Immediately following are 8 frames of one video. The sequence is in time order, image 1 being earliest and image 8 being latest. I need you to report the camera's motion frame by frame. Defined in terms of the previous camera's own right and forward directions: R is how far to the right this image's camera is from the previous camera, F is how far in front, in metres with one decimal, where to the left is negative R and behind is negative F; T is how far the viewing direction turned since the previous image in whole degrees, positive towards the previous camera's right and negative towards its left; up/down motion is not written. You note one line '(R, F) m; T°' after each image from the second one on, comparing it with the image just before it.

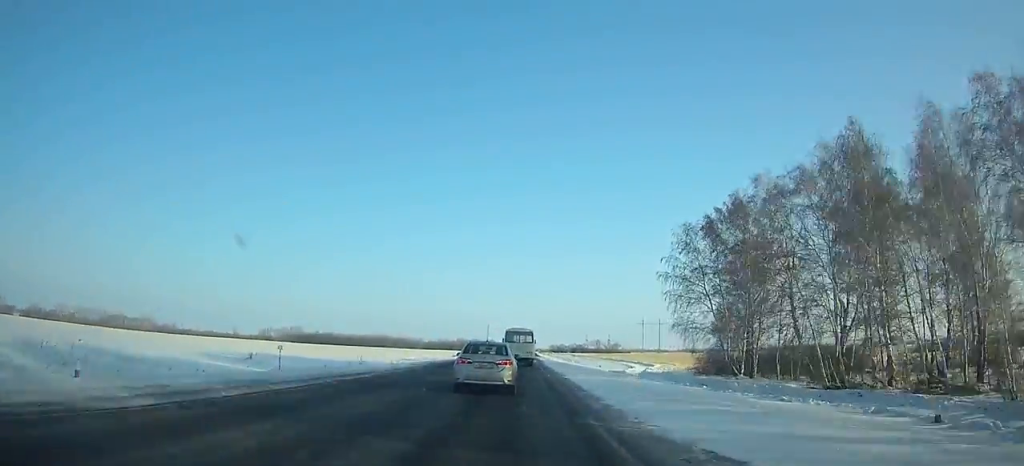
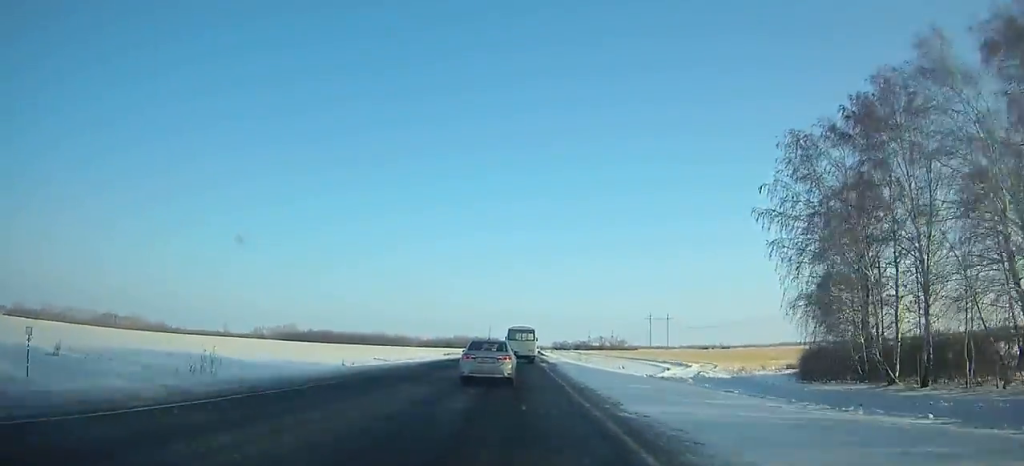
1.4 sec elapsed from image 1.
(0.0, +26.8) m; 0°
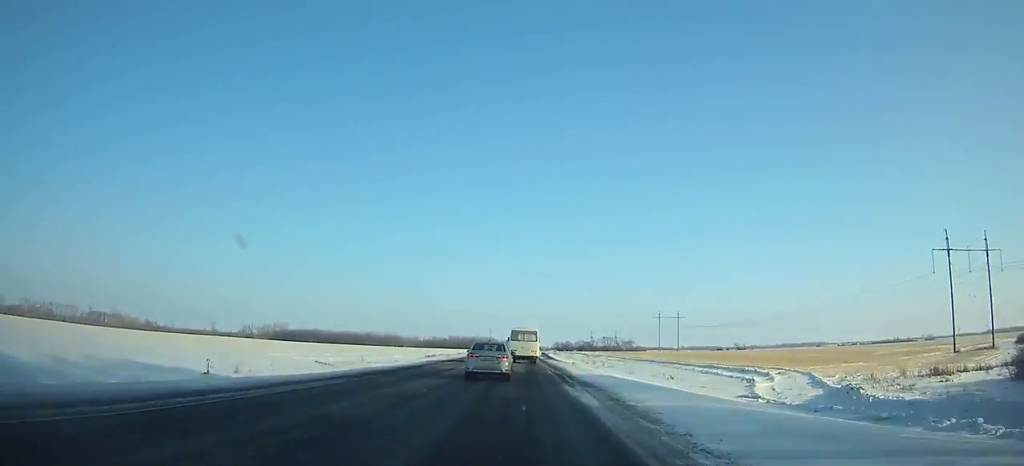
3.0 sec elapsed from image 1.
(0.0, +31.6) m; 0°
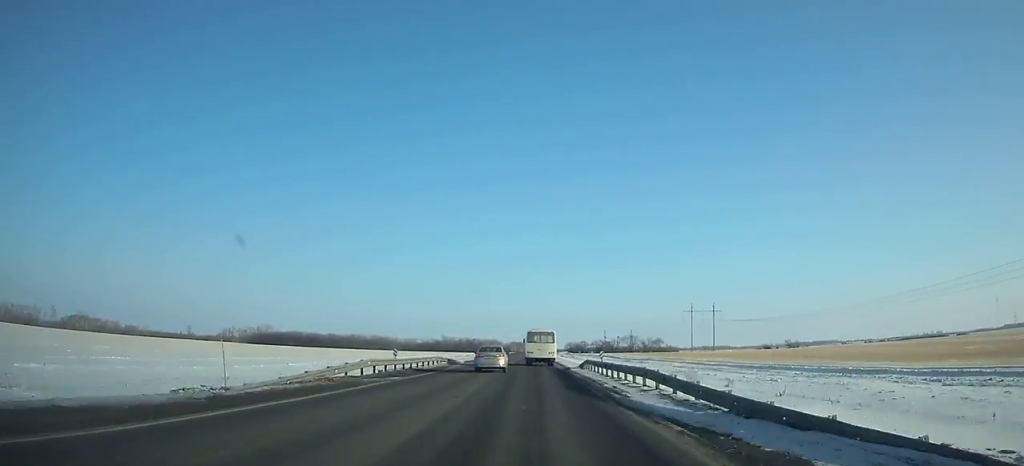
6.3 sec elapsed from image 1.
(-0.1, +69.9) m; 0°
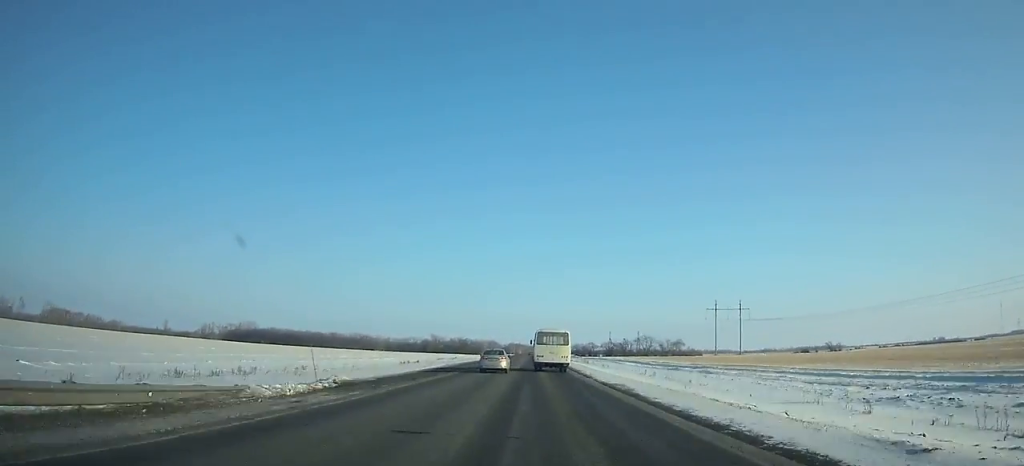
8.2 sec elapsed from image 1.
(+0.1, +44.3) m; 0°
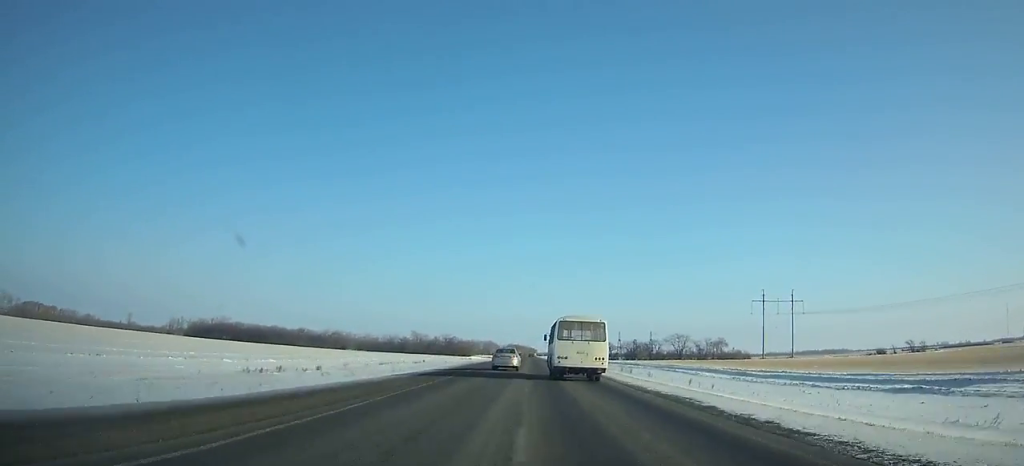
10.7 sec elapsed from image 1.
(0.0, +61.2) m; 0°
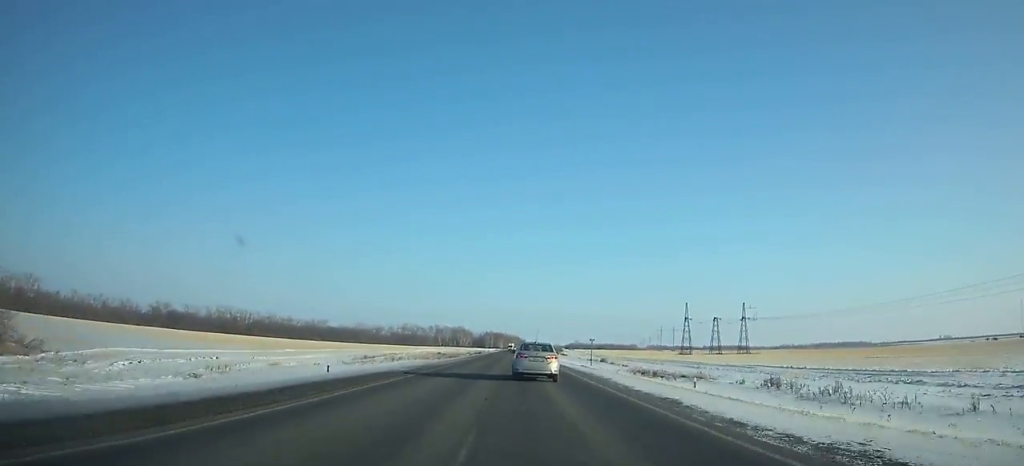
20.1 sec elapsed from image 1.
(+3.4, +246.0) m; +1°
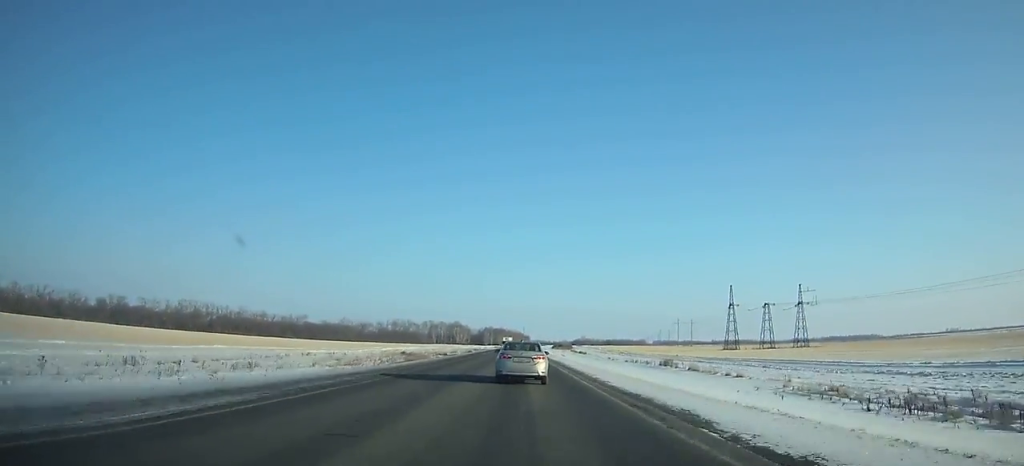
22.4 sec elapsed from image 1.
(-0.1, +58.6) m; 0°
